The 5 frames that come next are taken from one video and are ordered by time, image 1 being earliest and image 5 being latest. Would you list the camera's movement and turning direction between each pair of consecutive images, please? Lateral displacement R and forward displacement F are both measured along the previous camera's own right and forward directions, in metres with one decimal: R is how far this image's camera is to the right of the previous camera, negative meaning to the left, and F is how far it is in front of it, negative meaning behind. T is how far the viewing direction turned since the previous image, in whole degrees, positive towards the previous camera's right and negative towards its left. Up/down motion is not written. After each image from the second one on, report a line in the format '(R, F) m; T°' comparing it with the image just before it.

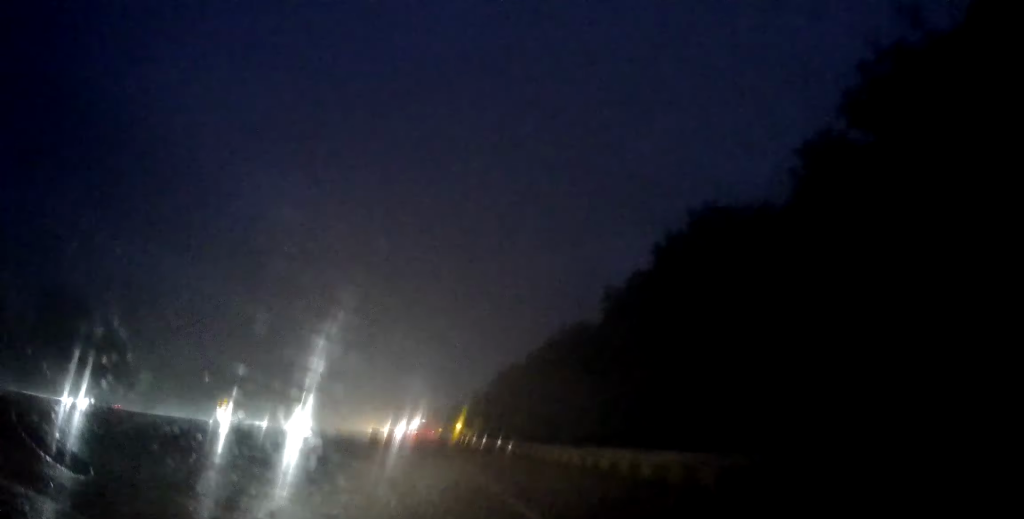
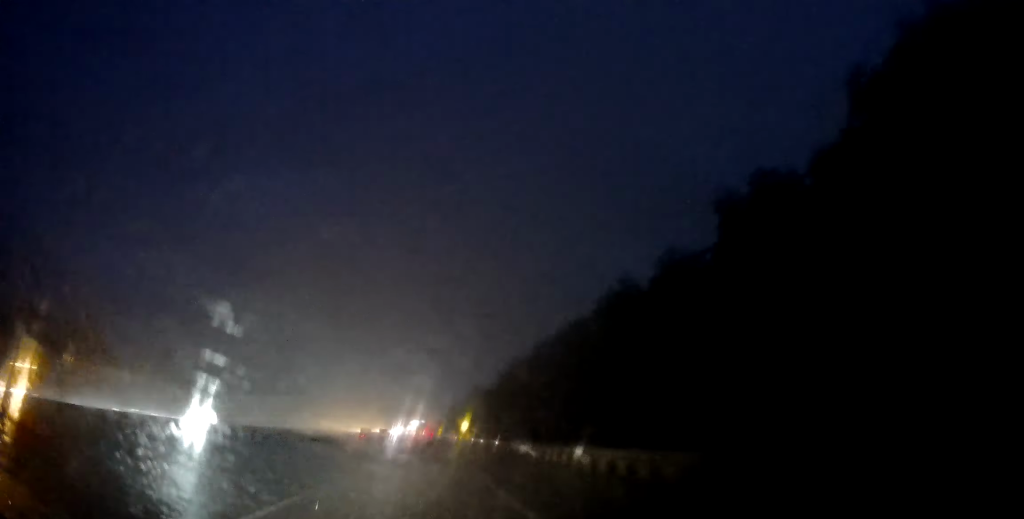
(-0.5, +24.3) m; 0°
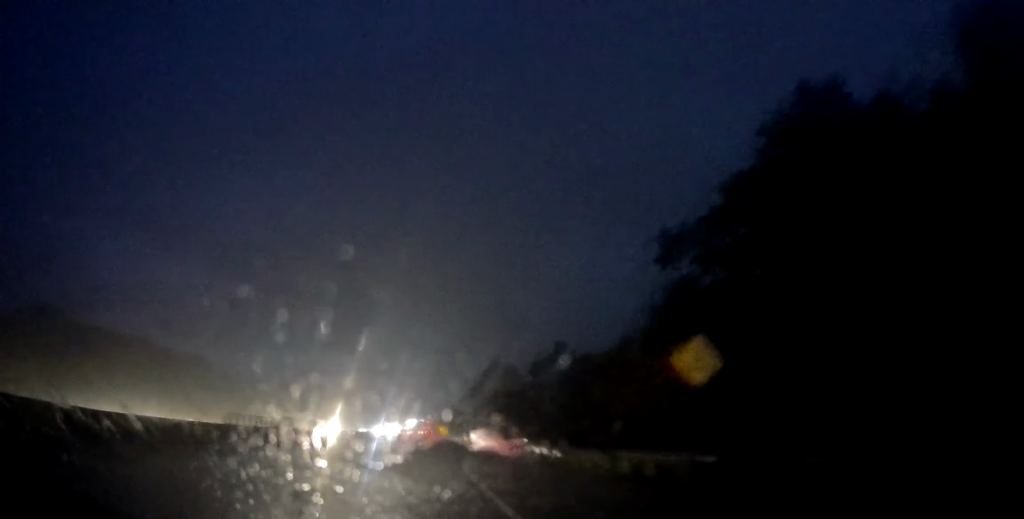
(+1.1, +89.7) m; +1°
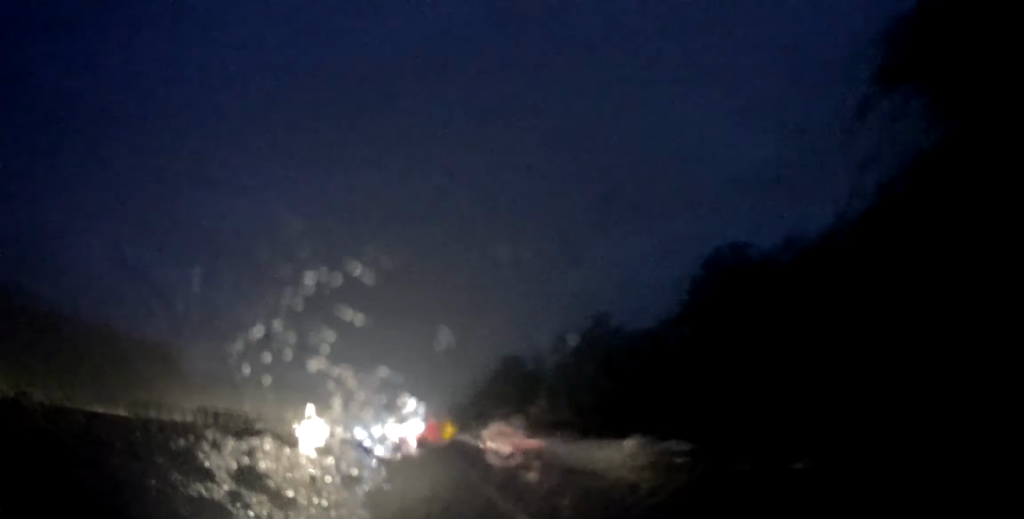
(+0.5, +15.6) m; 0°
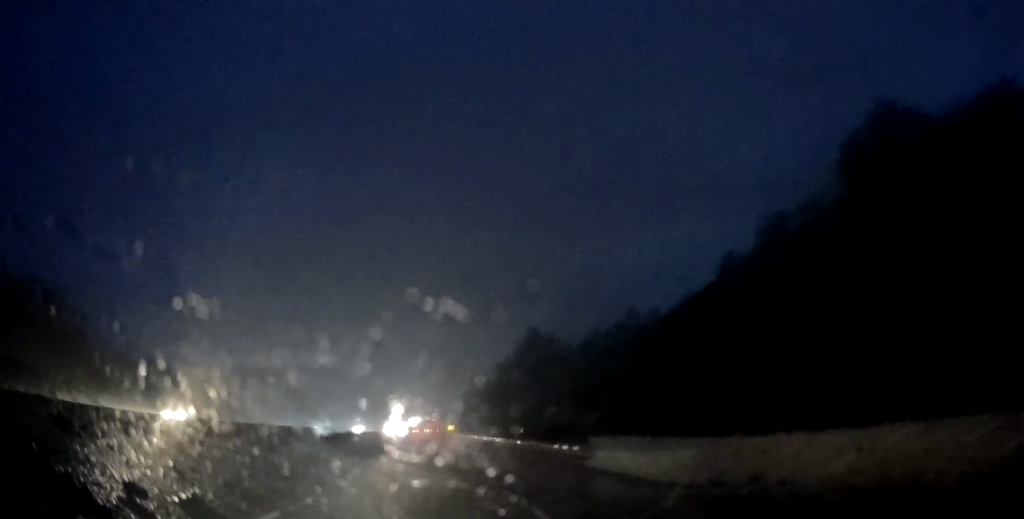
(-0.9, +36.2) m; -1°
